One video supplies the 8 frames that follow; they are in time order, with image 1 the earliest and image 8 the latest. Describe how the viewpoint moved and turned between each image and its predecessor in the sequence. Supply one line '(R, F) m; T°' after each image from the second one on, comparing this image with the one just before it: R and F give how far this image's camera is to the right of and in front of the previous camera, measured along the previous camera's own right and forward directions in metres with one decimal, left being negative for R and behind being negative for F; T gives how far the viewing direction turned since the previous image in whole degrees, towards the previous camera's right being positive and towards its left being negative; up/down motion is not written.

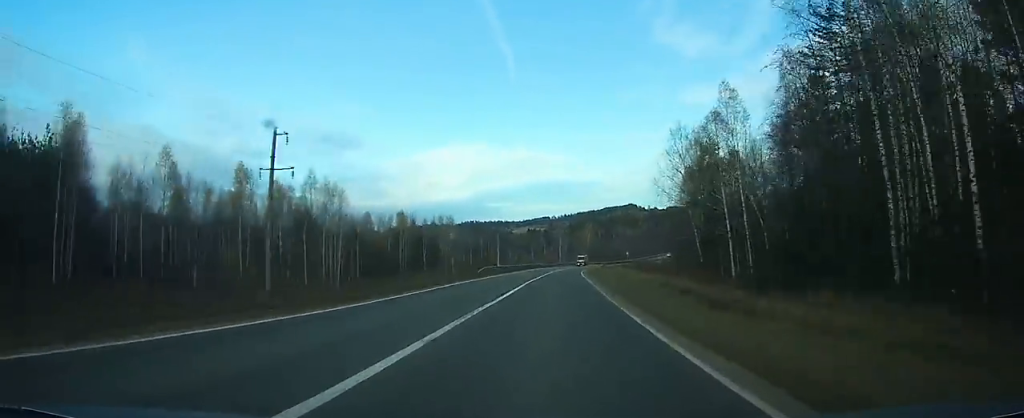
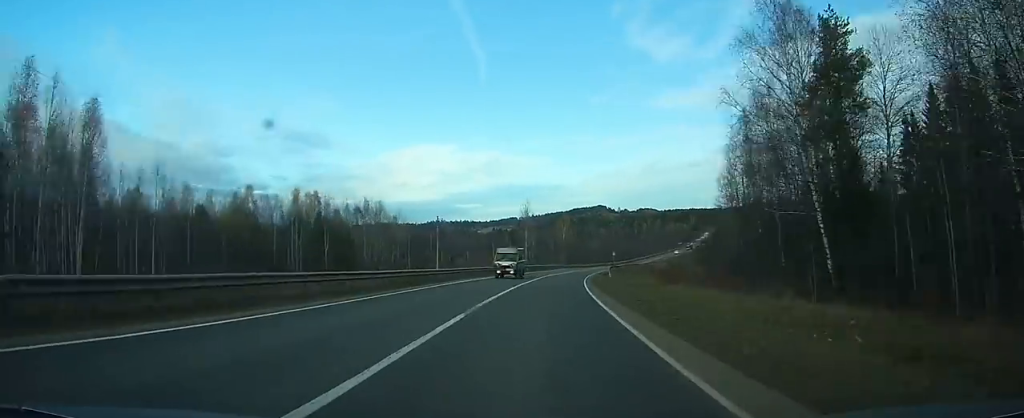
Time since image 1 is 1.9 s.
(+1.0, +53.0) m; +3°
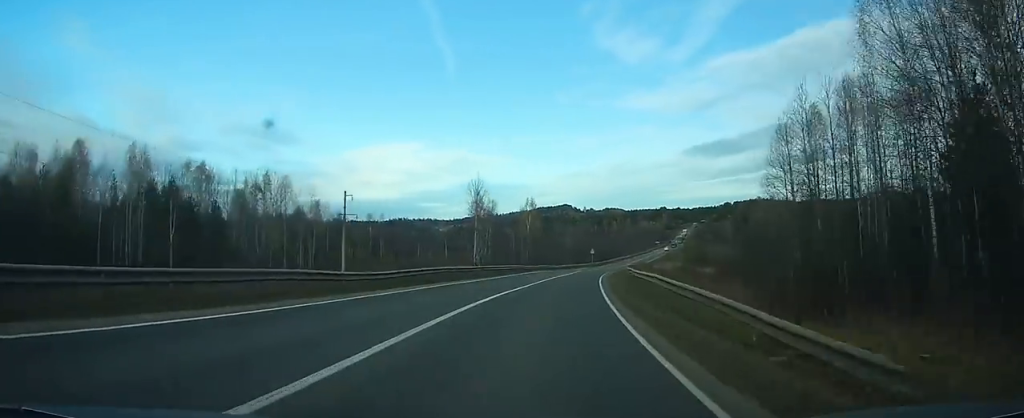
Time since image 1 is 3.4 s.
(+1.1, +39.9) m; +3°
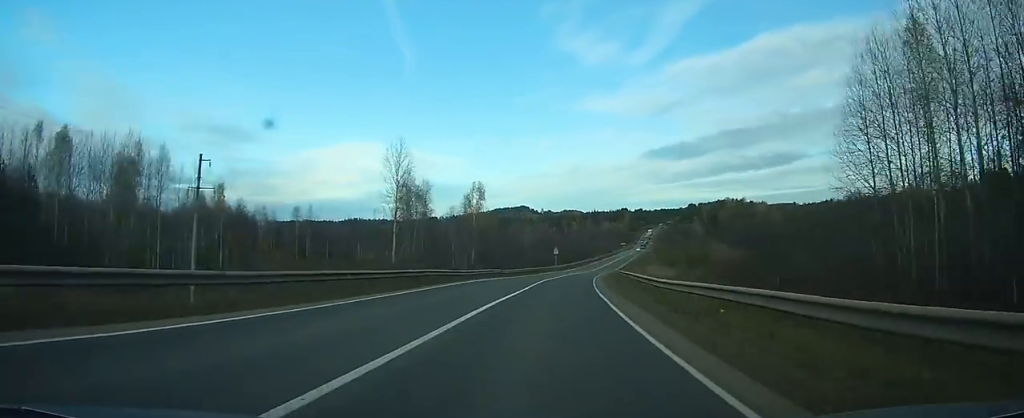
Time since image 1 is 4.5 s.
(+0.2, +28.5) m; +2°
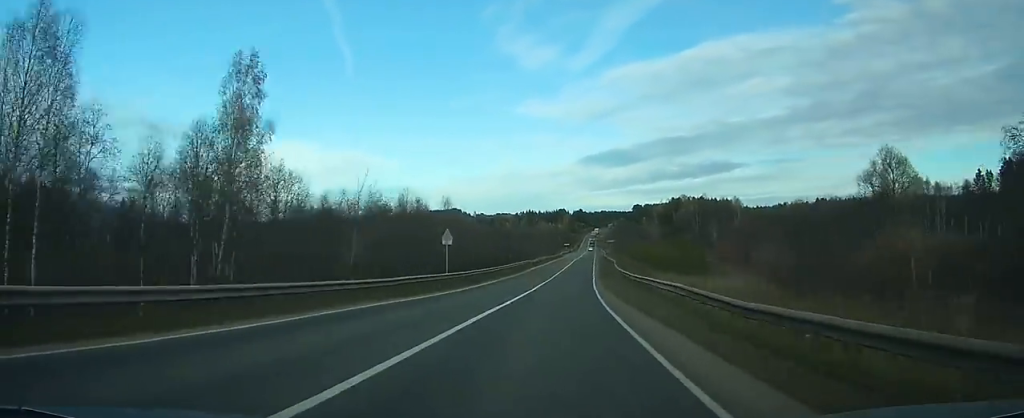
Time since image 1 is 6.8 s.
(+3.4, +57.4) m; +7°
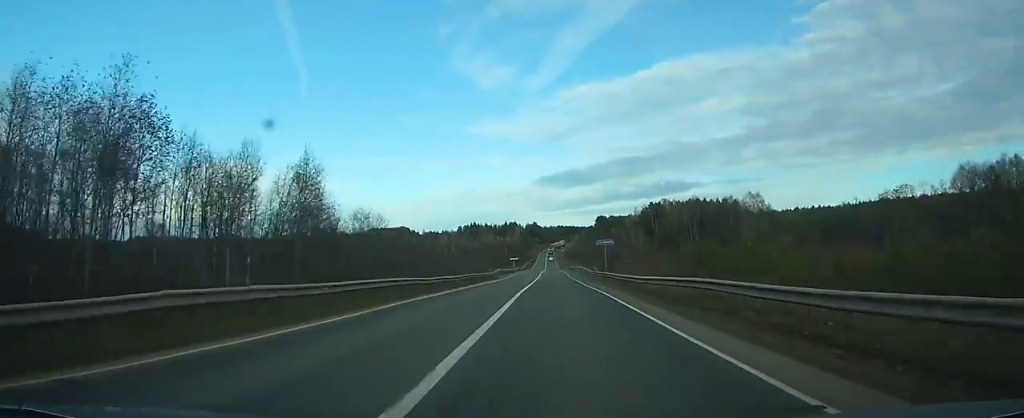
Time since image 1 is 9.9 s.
(+5.6, +78.1) m; +6°
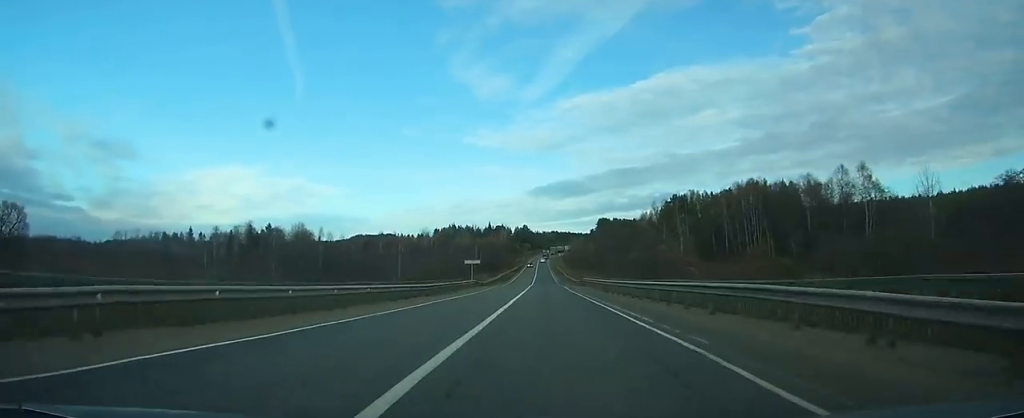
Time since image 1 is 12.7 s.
(+1.5, +71.9) m; +2°
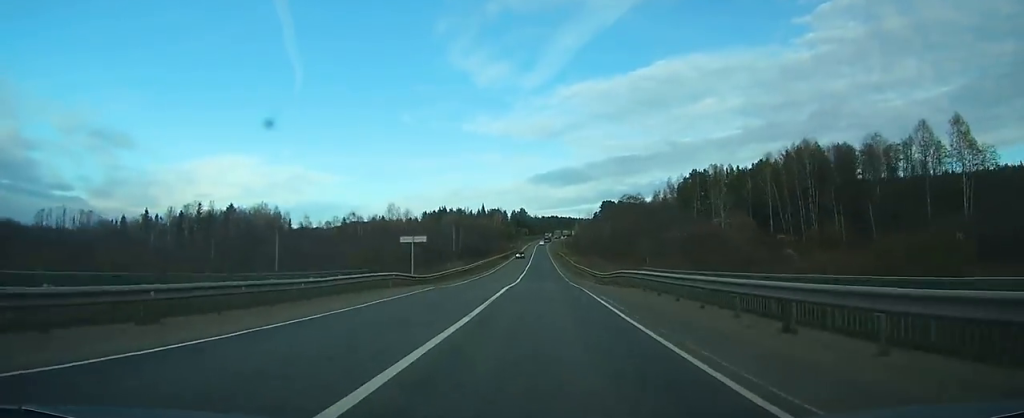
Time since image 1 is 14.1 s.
(+0.1, +34.3) m; 0°
